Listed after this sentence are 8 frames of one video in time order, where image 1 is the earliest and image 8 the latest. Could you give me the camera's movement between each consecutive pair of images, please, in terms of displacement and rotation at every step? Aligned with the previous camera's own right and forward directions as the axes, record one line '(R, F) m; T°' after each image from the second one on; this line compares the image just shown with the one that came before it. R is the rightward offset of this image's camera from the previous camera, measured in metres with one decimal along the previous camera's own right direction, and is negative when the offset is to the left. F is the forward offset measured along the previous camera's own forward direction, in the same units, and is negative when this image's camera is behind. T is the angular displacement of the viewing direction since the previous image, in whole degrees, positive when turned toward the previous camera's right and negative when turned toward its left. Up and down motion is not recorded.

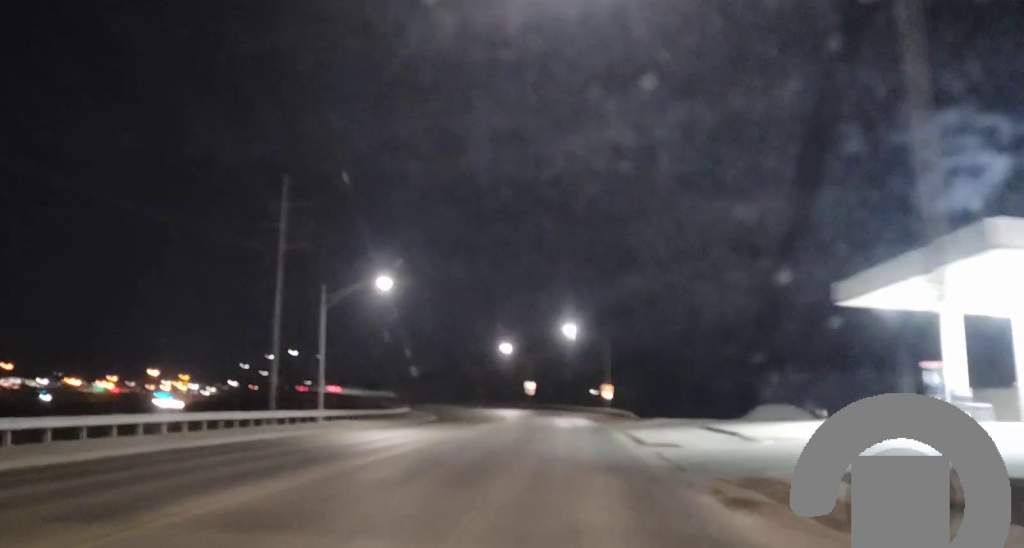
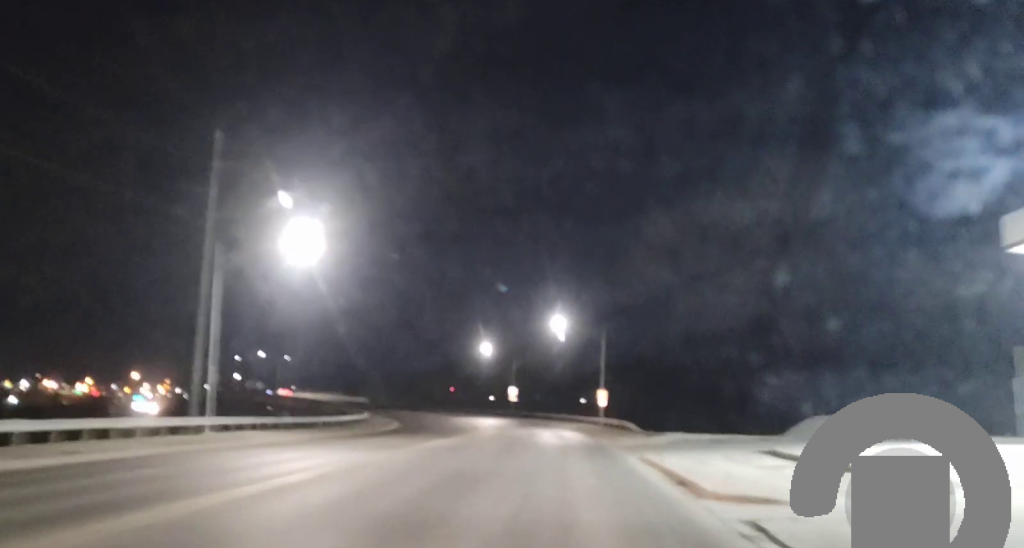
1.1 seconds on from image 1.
(0.0, +16.0) m; +1°
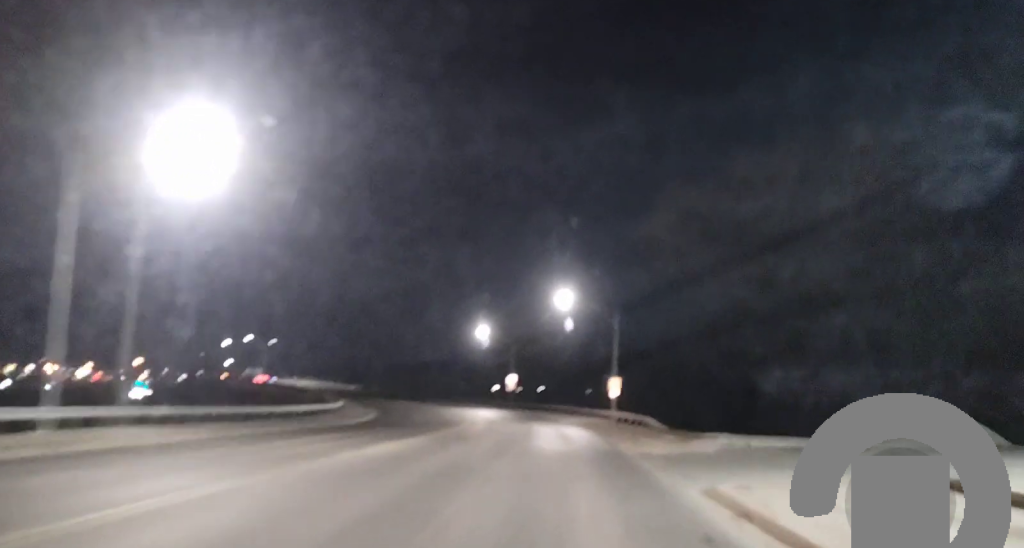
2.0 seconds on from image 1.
(+0.2, +12.6) m; +1°
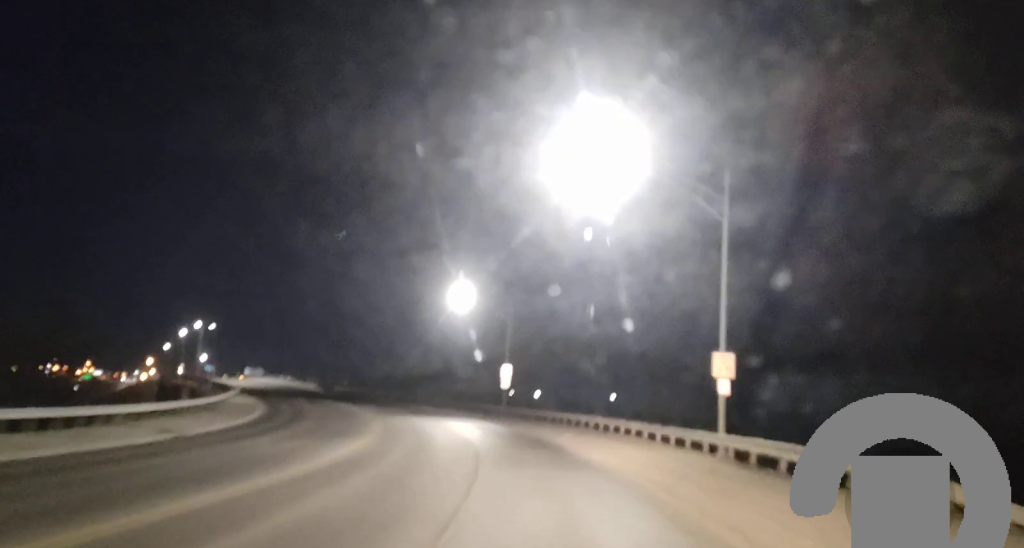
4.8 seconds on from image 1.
(-0.7, +37.6) m; -4°
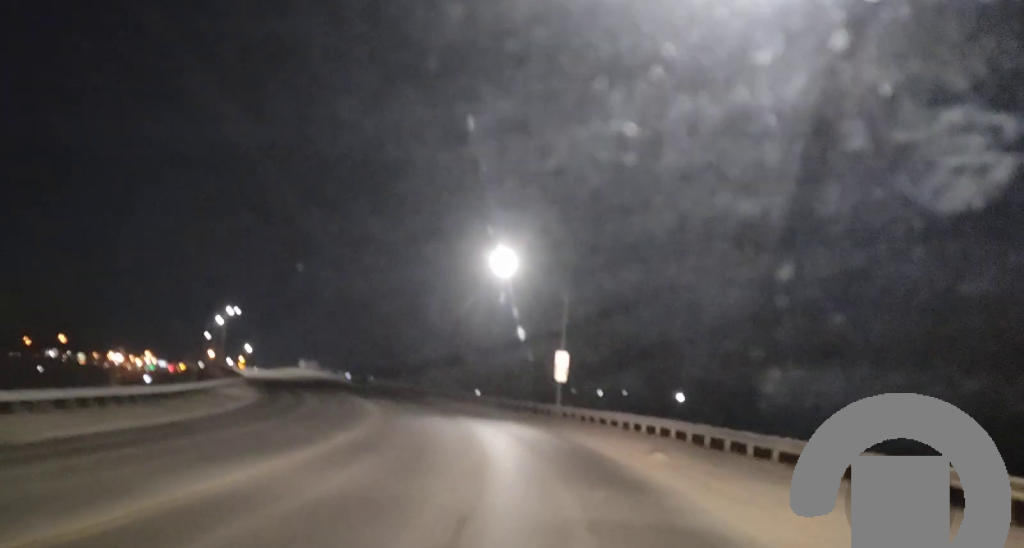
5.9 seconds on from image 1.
(-0.4, +14.3) m; -3°
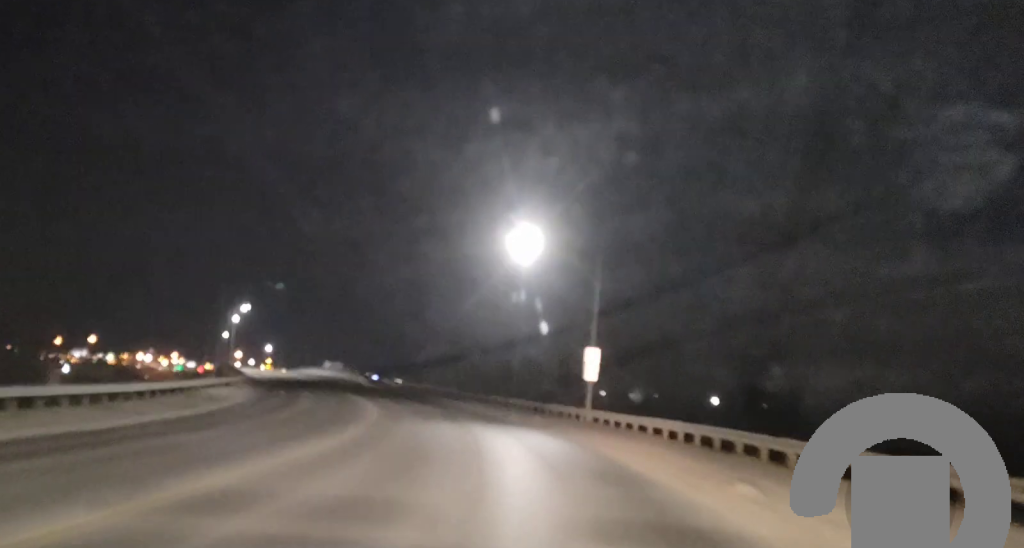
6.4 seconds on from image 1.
(0.0, +6.8) m; -2°
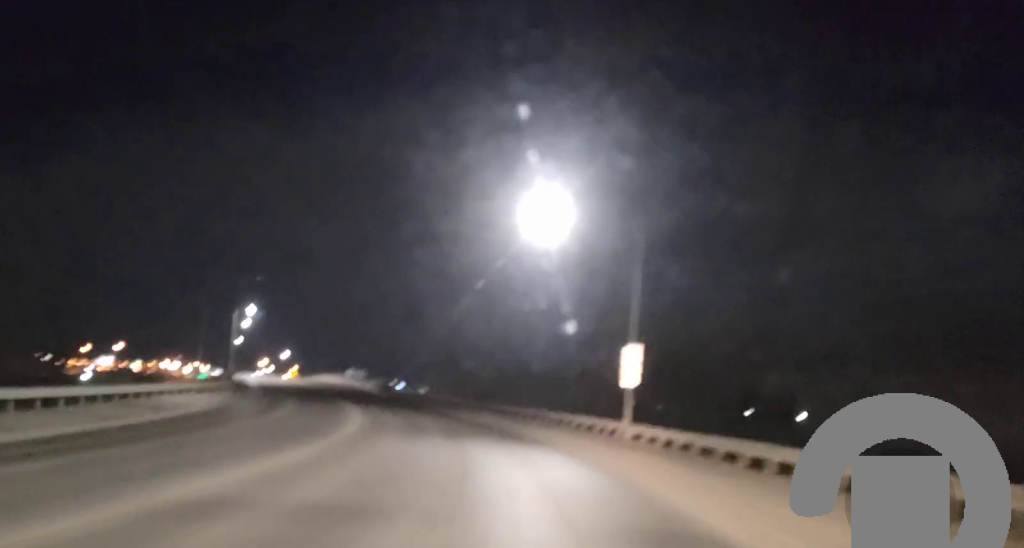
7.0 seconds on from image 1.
(-0.2, +8.3) m; -2°
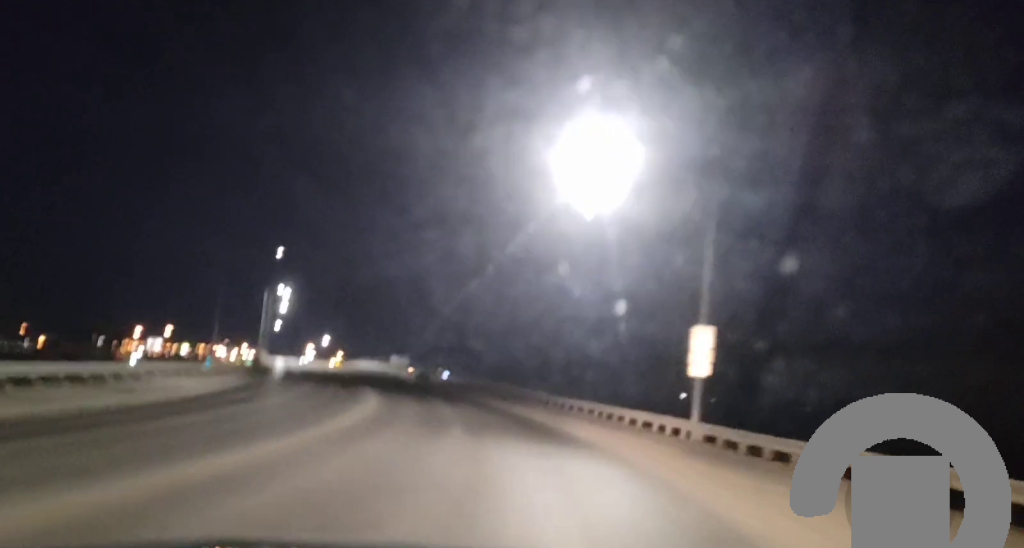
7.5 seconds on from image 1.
(0.0, +6.1) m; -2°
